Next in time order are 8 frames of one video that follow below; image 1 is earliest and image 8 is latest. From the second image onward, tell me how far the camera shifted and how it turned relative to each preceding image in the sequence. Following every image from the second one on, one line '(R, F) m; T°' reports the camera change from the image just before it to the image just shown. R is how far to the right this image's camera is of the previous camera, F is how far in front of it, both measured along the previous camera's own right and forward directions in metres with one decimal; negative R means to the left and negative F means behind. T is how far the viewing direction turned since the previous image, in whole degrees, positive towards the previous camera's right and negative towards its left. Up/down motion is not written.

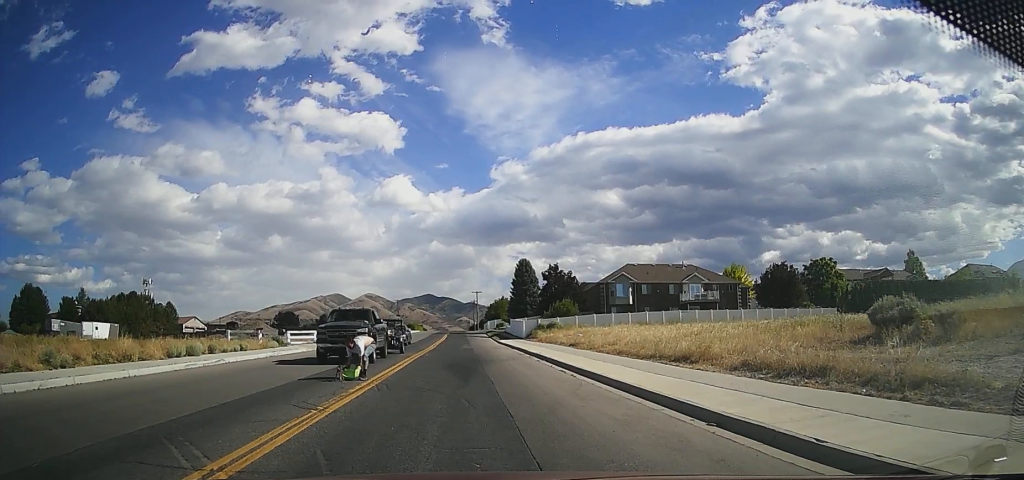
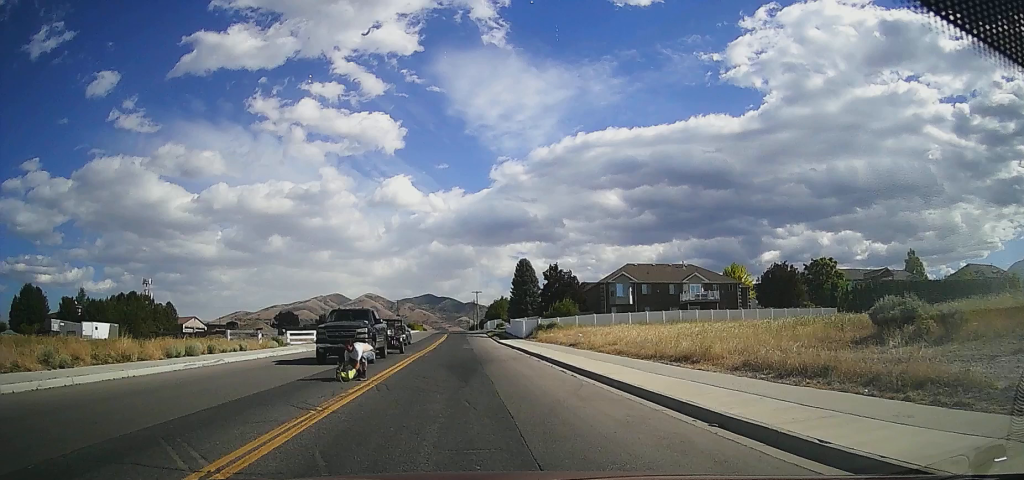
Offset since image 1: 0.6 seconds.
(0.0, 0.0) m; 0°
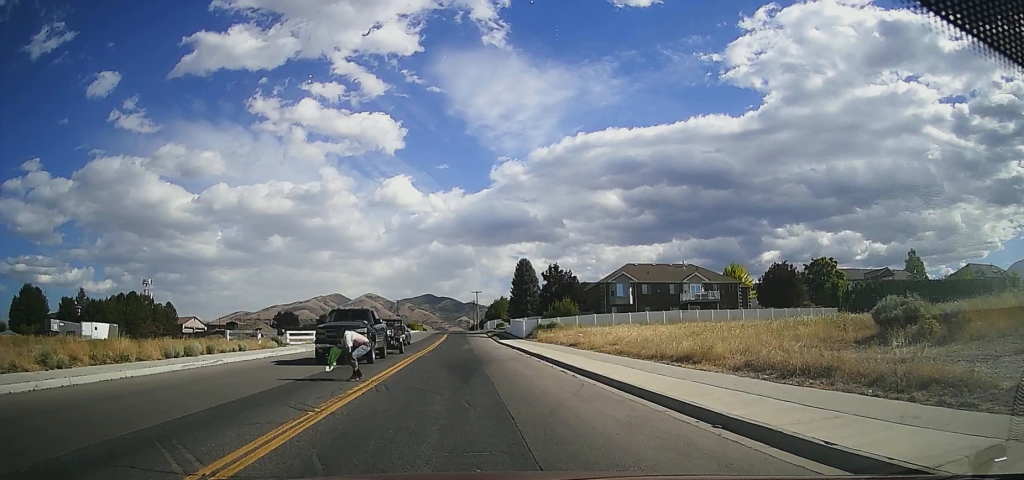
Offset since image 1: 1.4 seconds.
(0.0, 0.0) m; 0°
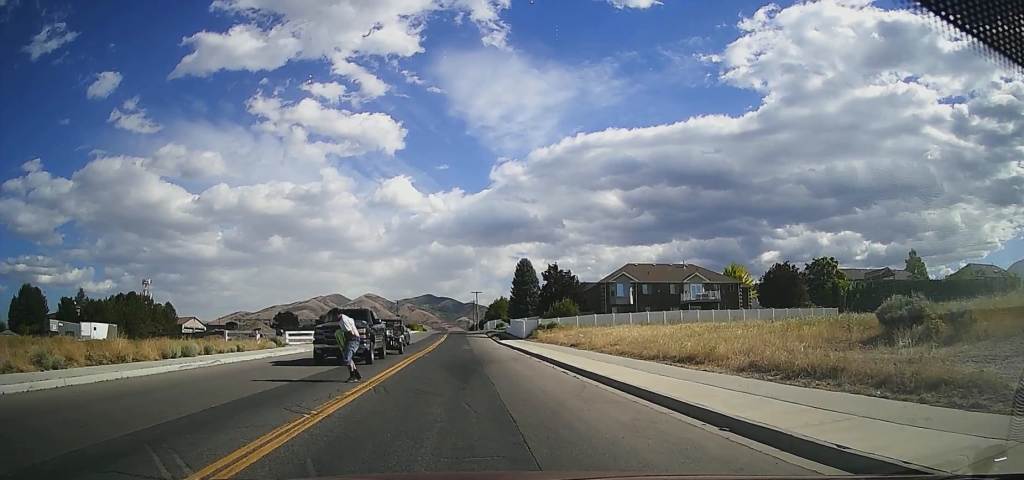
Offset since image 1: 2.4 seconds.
(0.0, +0.2) m; 0°
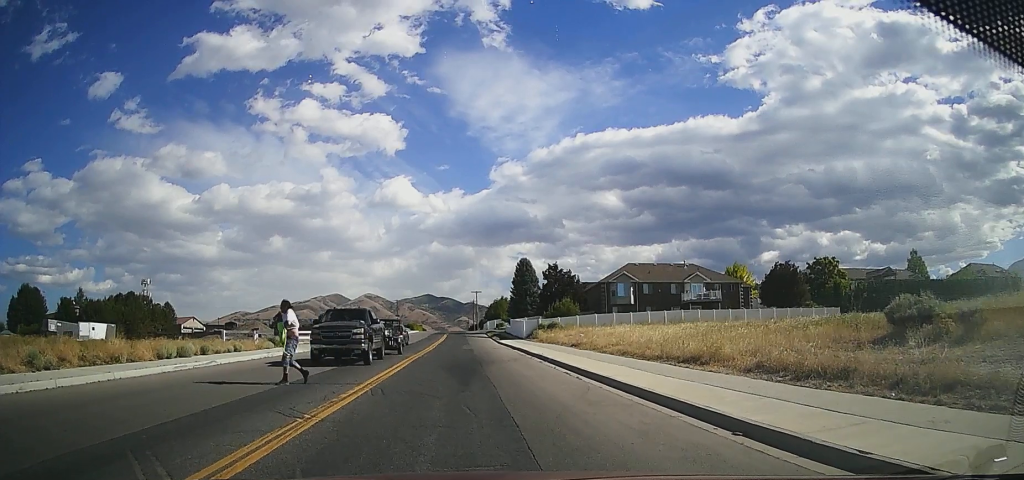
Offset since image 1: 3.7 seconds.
(0.0, +0.5) m; 0°
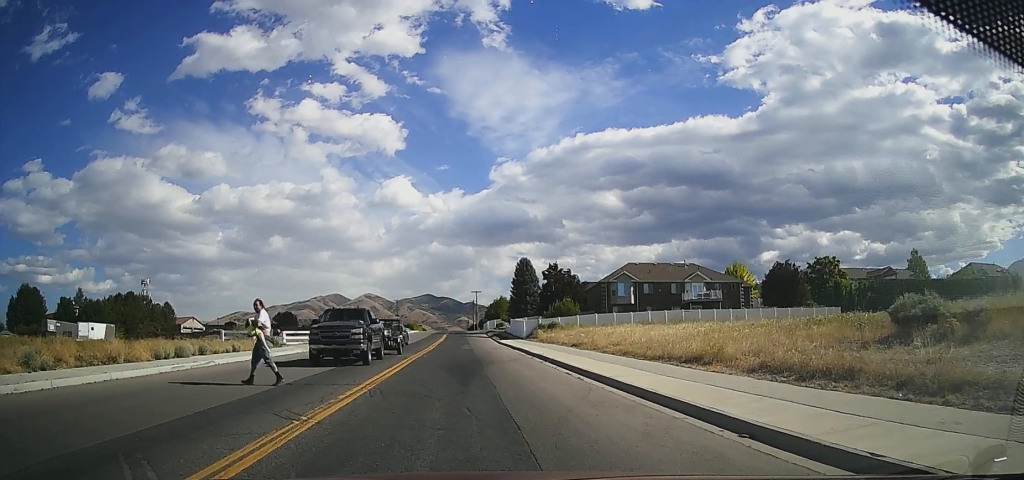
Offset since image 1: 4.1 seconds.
(0.0, +0.2) m; 0°
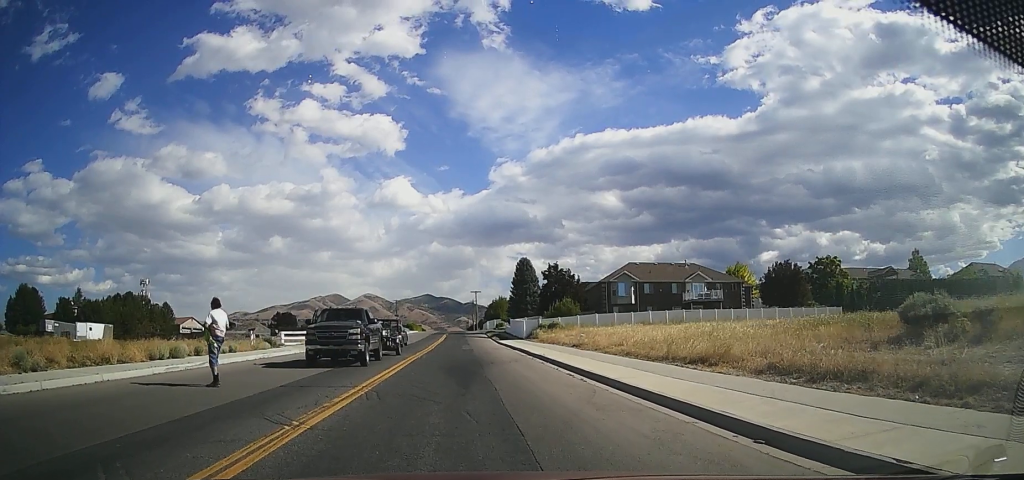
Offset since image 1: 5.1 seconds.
(0.0, +0.4) m; 0°
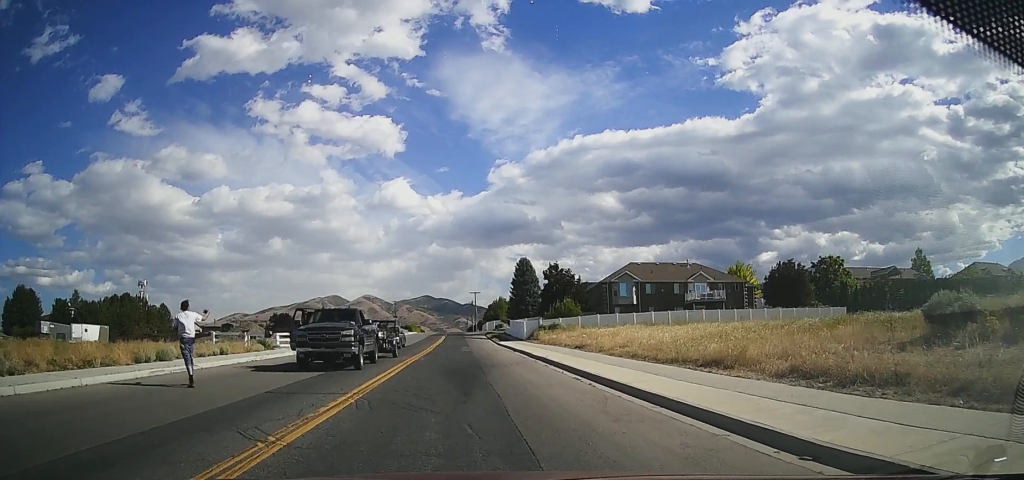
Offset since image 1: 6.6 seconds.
(0.0, +0.9) m; 0°
